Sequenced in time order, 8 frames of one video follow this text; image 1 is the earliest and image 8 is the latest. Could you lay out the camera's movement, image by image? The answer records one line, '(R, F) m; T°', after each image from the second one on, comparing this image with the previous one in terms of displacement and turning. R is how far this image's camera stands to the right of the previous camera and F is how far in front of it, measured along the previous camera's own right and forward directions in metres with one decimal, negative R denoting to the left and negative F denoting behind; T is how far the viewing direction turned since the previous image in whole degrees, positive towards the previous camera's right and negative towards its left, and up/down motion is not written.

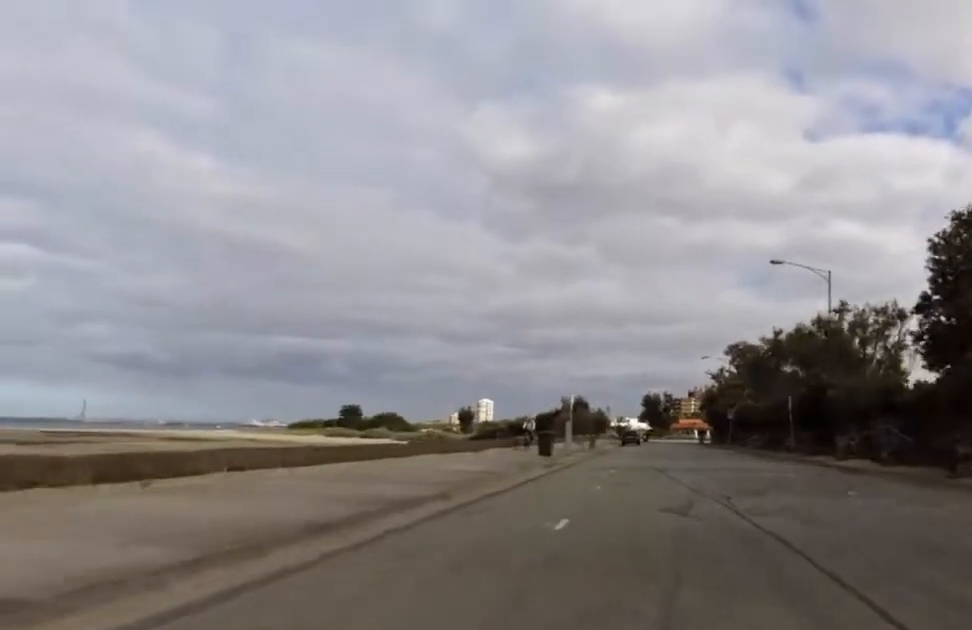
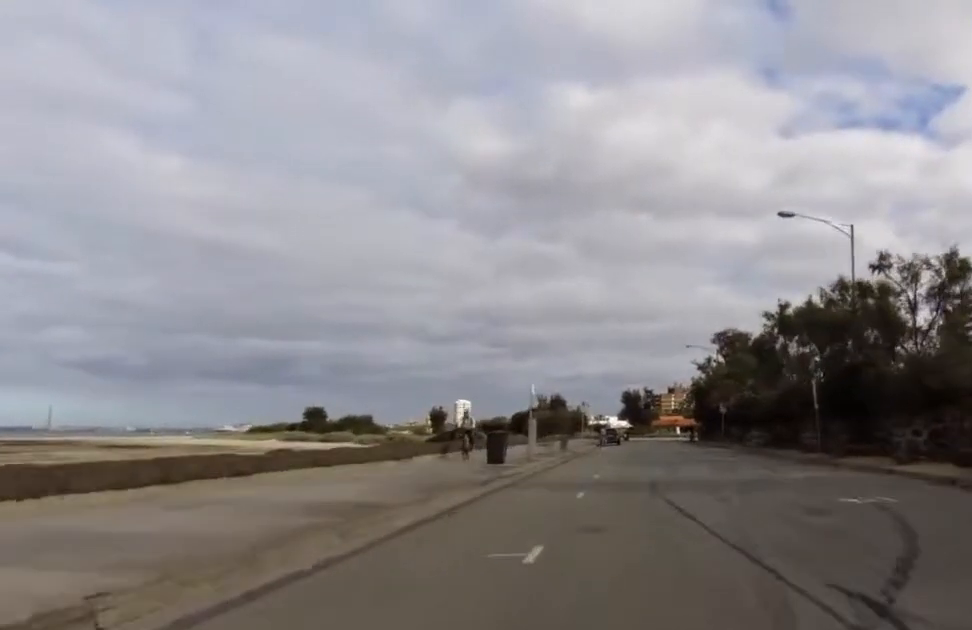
(0.0, +8.1) m; 0°
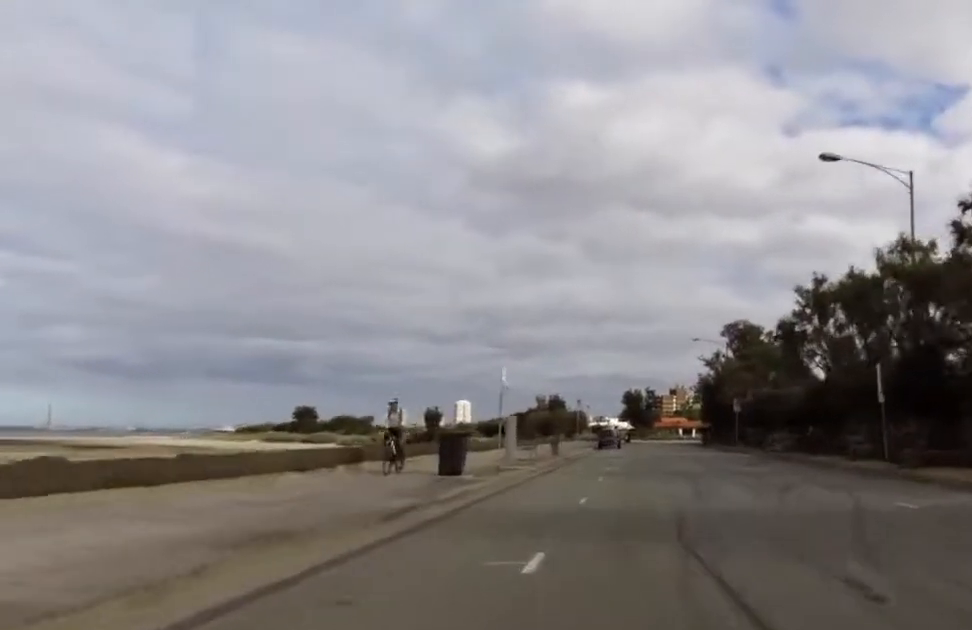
(0.0, +6.5) m; +1°
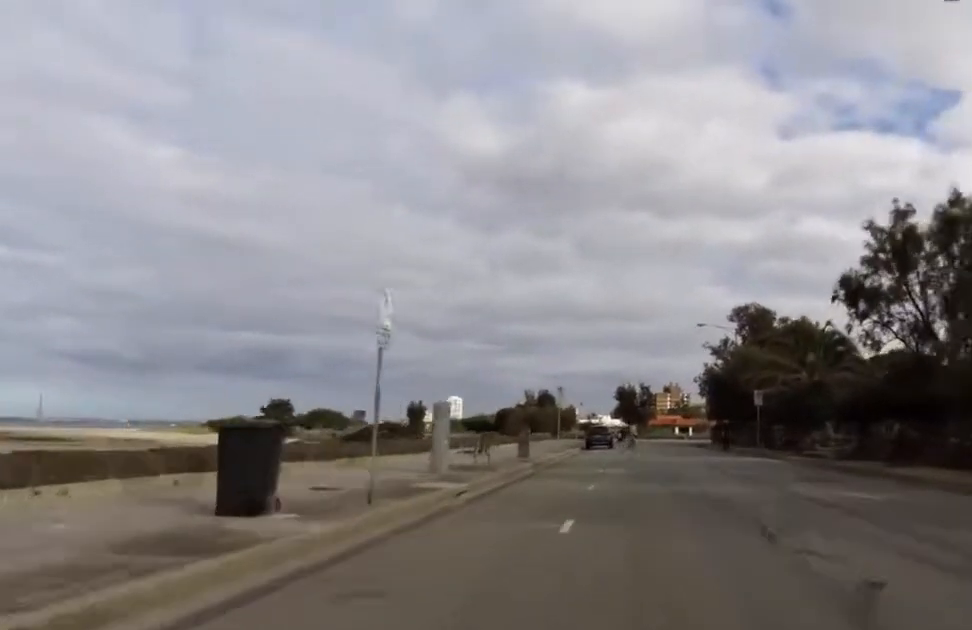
(+0.4, +9.7) m; +4°
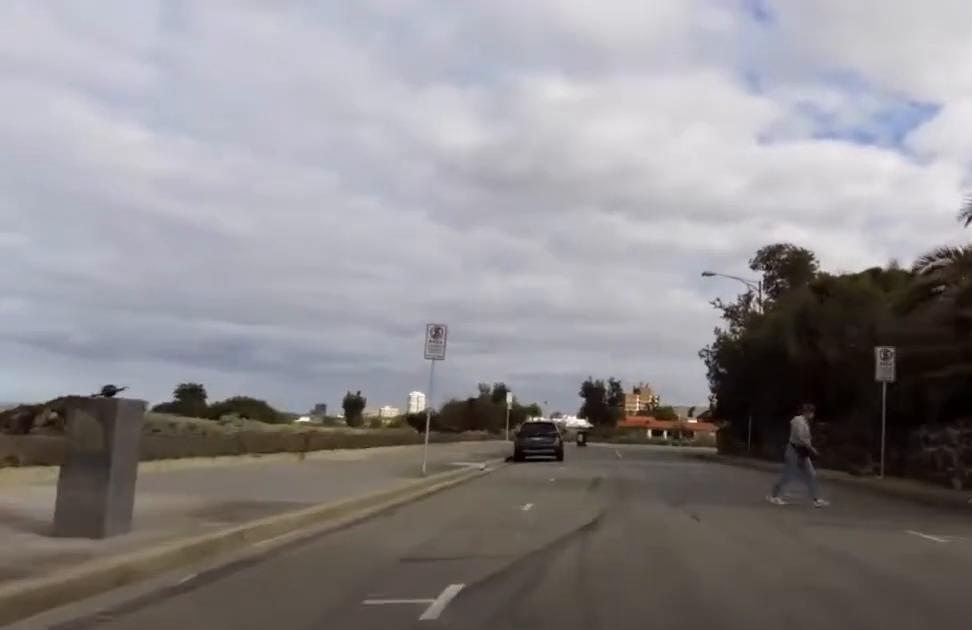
(-0.8, +21.2) m; -1°
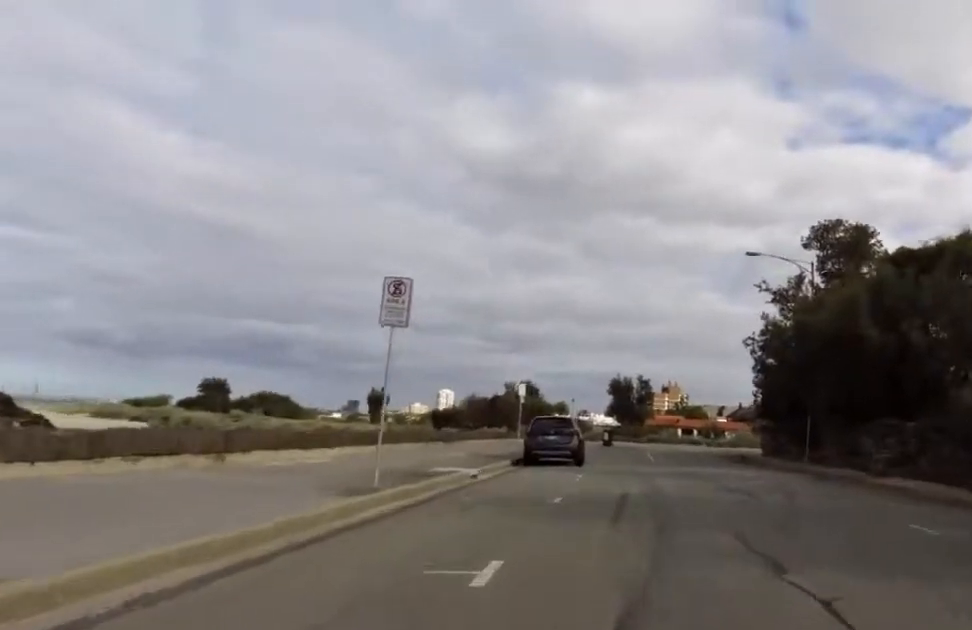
(+0.2, +5.2) m; +1°
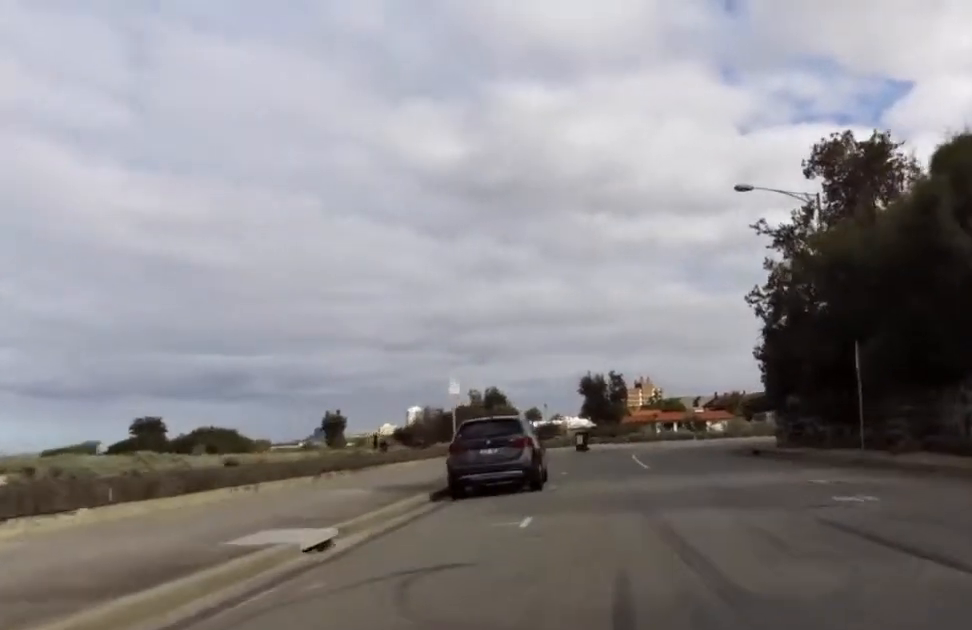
(+0.2, +8.2) m; -2°
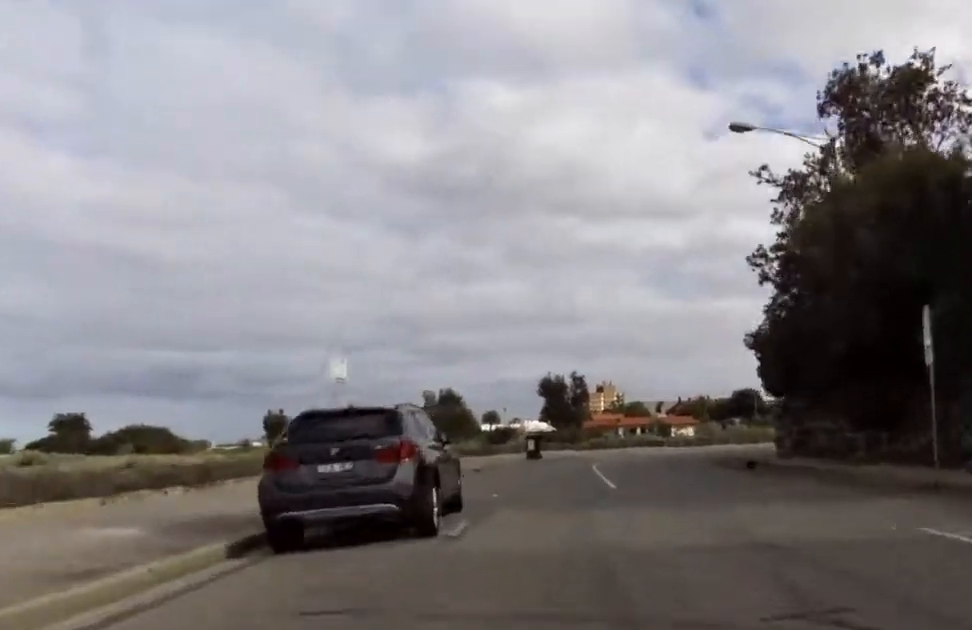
(-0.3, +6.1) m; -3°
